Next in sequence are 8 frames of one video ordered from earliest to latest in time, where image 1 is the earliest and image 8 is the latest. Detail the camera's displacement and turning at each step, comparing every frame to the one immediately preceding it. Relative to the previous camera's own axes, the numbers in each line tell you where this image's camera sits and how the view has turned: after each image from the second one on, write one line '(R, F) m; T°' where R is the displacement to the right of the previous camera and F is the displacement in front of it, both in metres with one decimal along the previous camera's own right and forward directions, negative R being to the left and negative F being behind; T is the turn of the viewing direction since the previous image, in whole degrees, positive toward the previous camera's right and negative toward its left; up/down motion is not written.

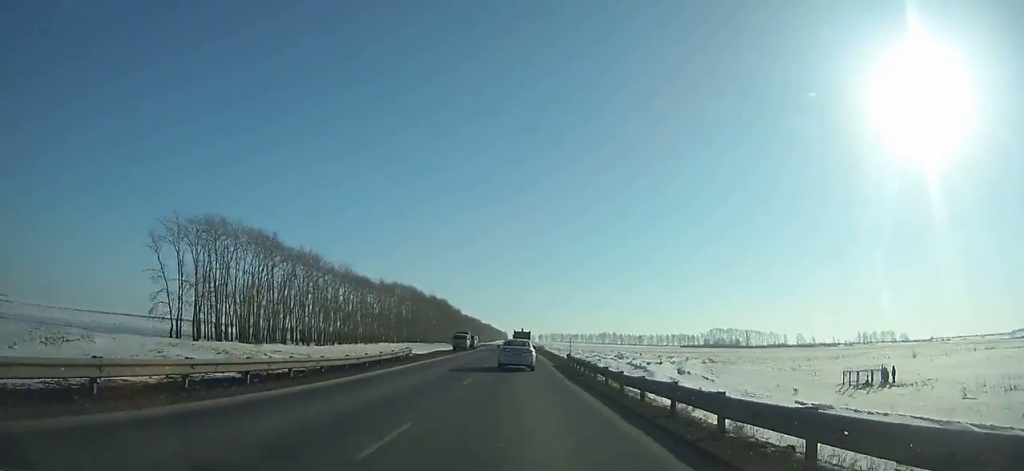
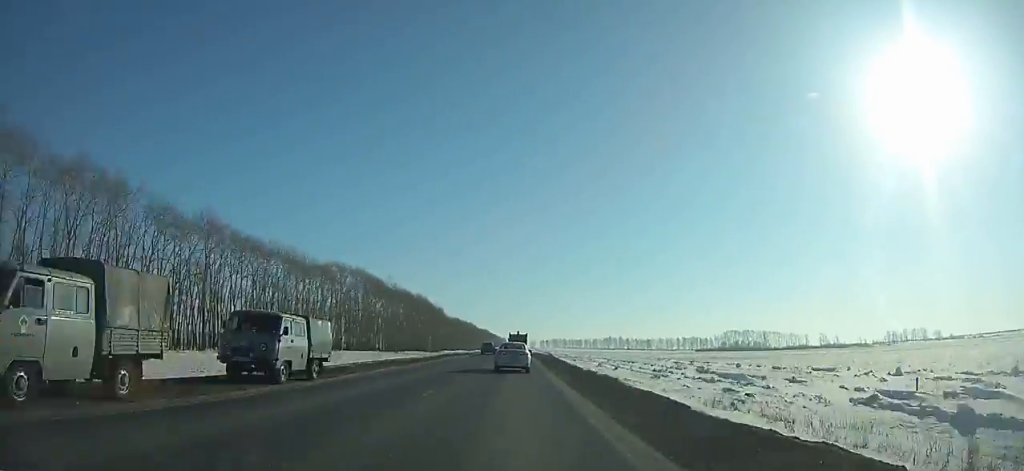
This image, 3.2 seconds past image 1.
(0.0, +64.3) m; 0°
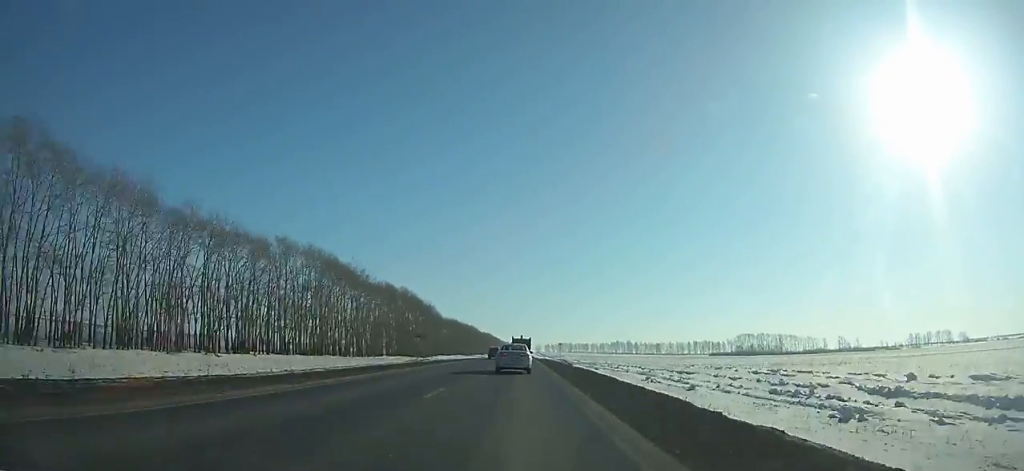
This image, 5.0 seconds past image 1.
(-0.1, +36.2) m; 0°
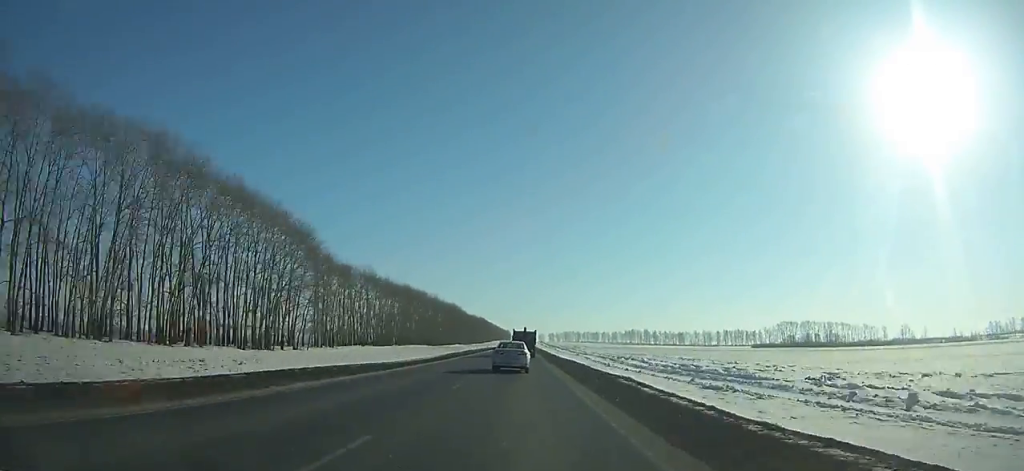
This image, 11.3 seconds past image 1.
(-0.4, +127.6) m; 0°
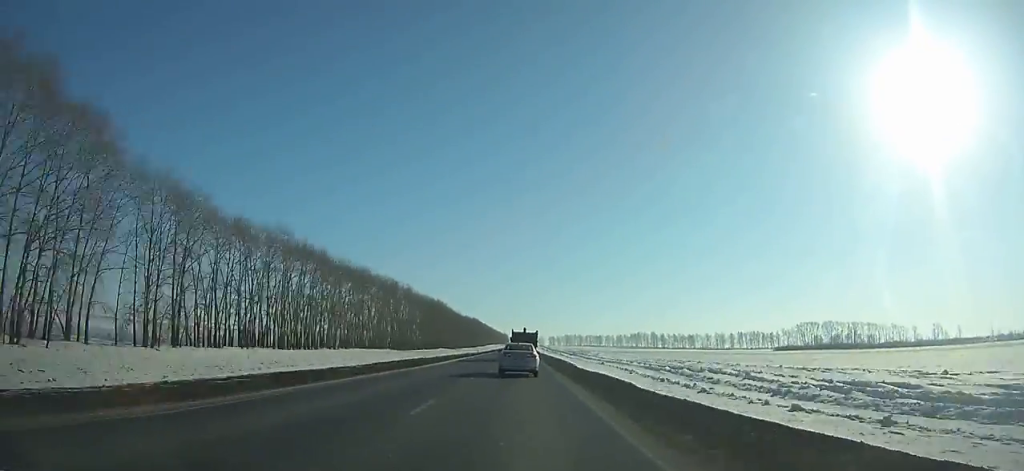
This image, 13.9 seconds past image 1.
(0.0, +52.3) m; 0°
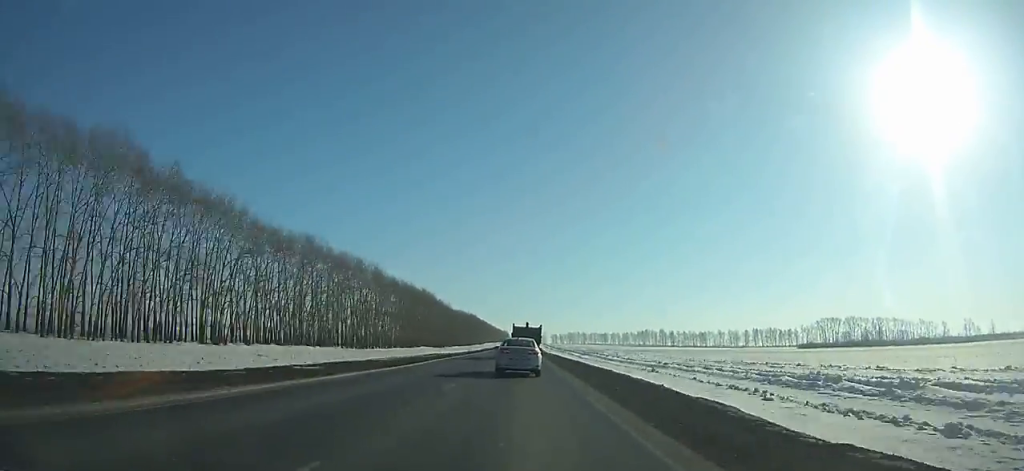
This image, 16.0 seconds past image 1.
(0.0, +41.4) m; 0°
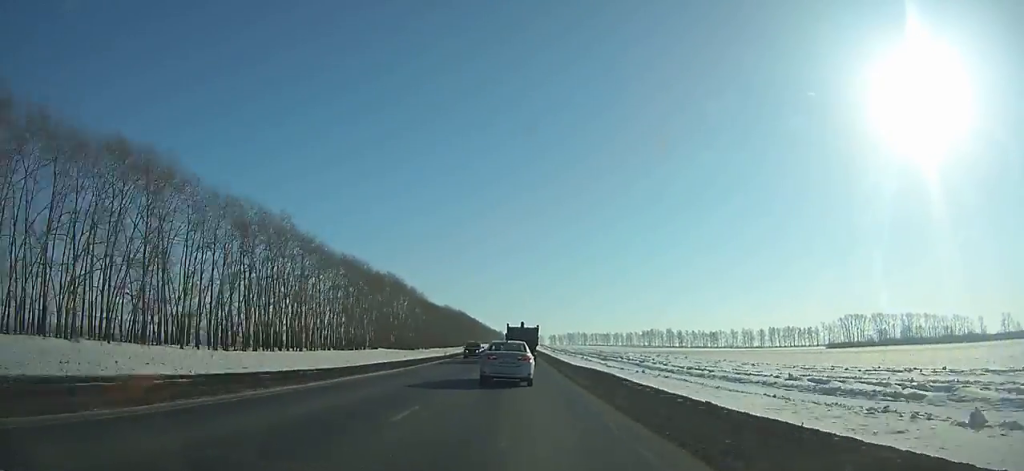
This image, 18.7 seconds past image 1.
(0.0, +52.0) m; 0°
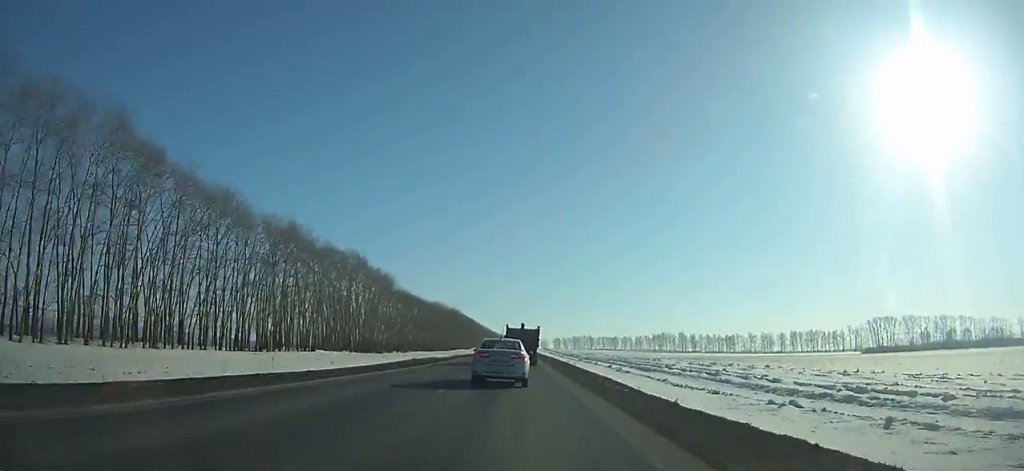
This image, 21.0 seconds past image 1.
(-0.1, +43.1) m; 0°
